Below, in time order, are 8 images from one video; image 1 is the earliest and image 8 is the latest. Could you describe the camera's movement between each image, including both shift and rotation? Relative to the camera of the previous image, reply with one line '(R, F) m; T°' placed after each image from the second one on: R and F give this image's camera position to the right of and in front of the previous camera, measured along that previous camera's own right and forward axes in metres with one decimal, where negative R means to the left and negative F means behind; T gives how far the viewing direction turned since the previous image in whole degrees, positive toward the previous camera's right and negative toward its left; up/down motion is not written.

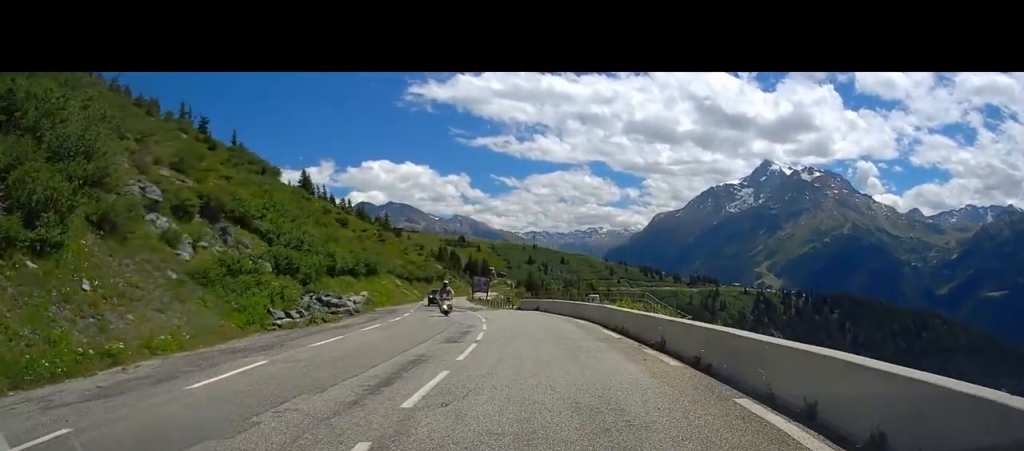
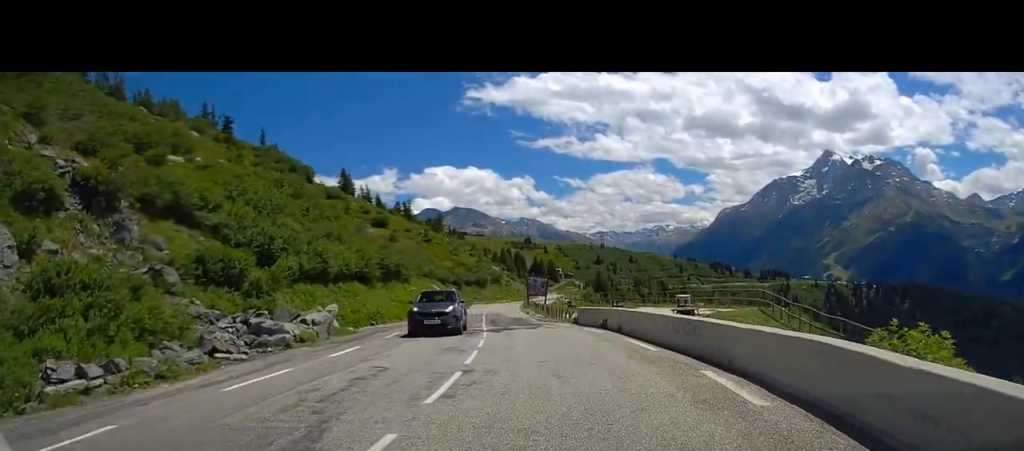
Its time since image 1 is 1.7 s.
(-0.4, +16.8) m; -3°
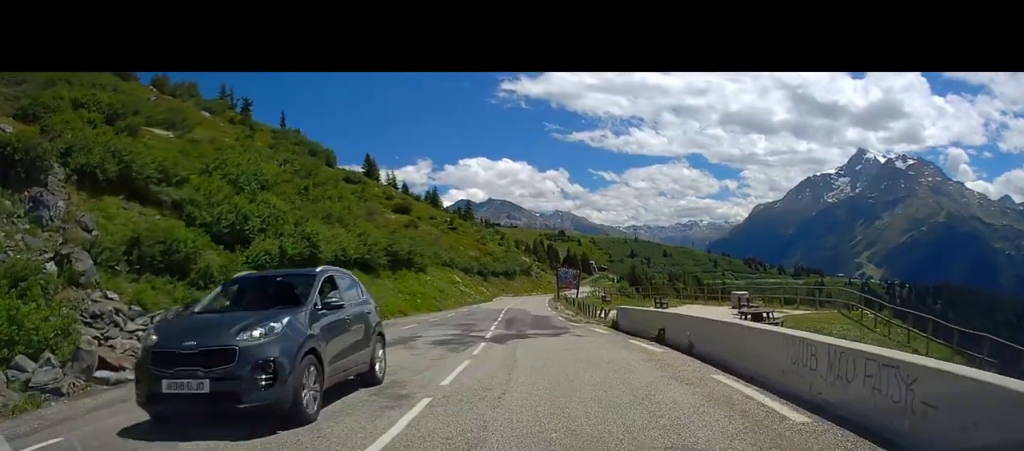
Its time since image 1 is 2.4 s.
(-0.1, +7.6) m; -2°
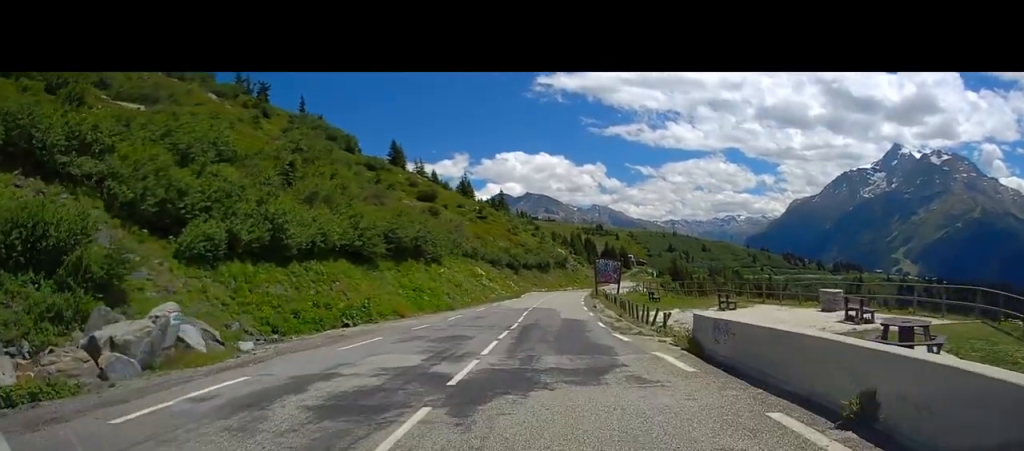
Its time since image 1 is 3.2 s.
(-0.2, +9.4) m; -3°
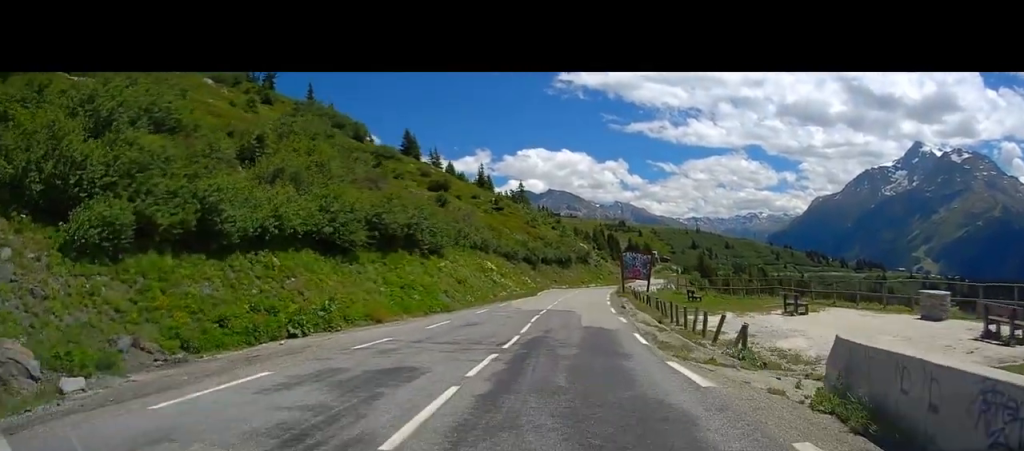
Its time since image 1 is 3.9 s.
(-0.2, +7.9) m; -2°
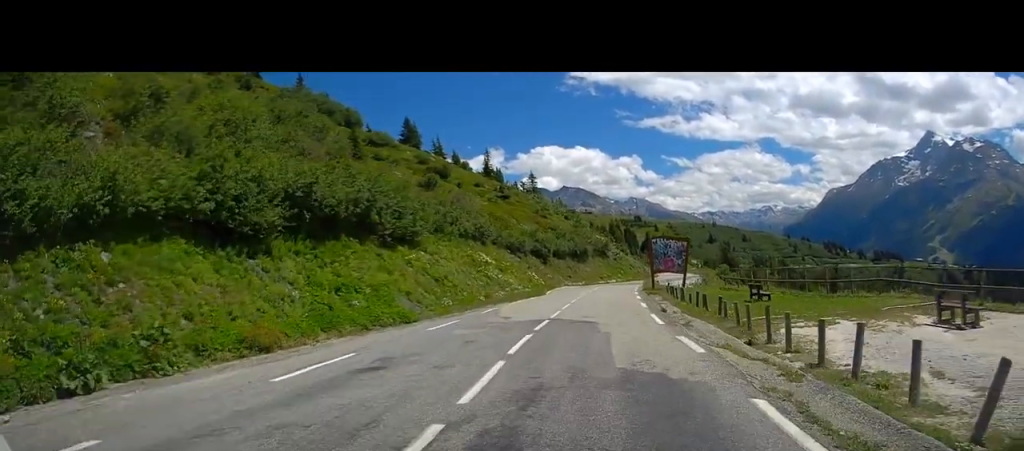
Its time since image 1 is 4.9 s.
(-0.2, +11.5) m; 0°
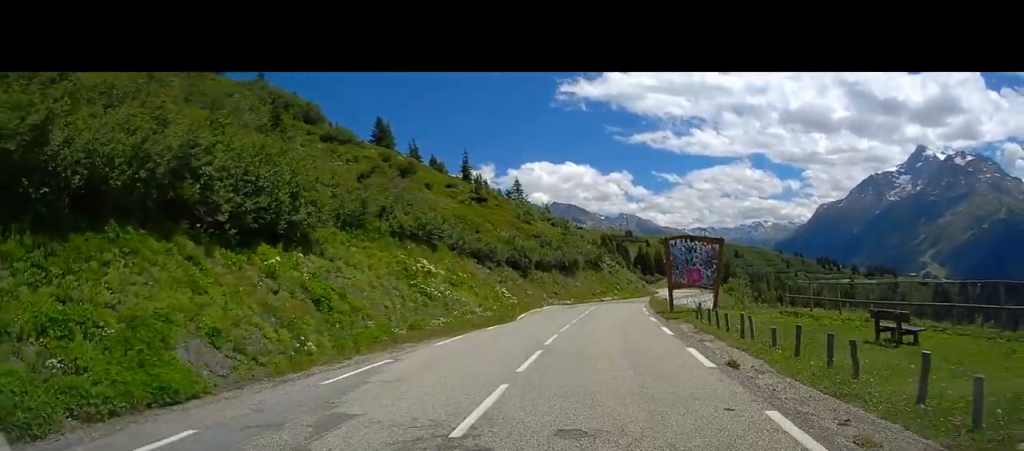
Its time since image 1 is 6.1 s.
(+0.2, +13.6) m; +1°
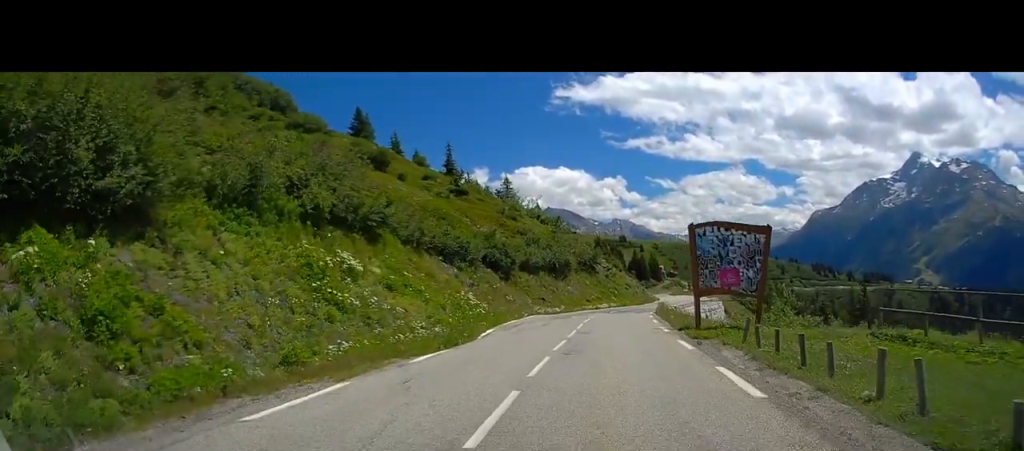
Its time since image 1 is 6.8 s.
(0.0, +8.9) m; 0°
